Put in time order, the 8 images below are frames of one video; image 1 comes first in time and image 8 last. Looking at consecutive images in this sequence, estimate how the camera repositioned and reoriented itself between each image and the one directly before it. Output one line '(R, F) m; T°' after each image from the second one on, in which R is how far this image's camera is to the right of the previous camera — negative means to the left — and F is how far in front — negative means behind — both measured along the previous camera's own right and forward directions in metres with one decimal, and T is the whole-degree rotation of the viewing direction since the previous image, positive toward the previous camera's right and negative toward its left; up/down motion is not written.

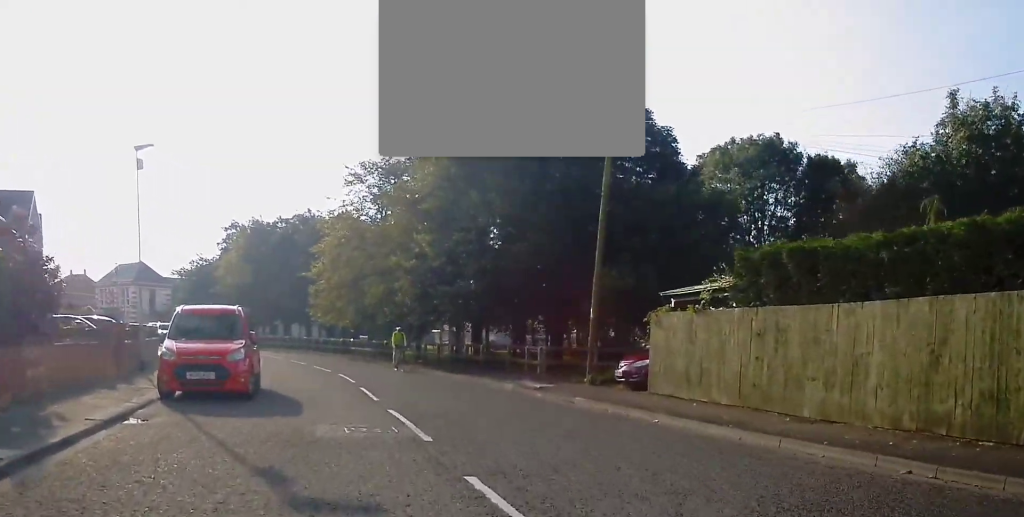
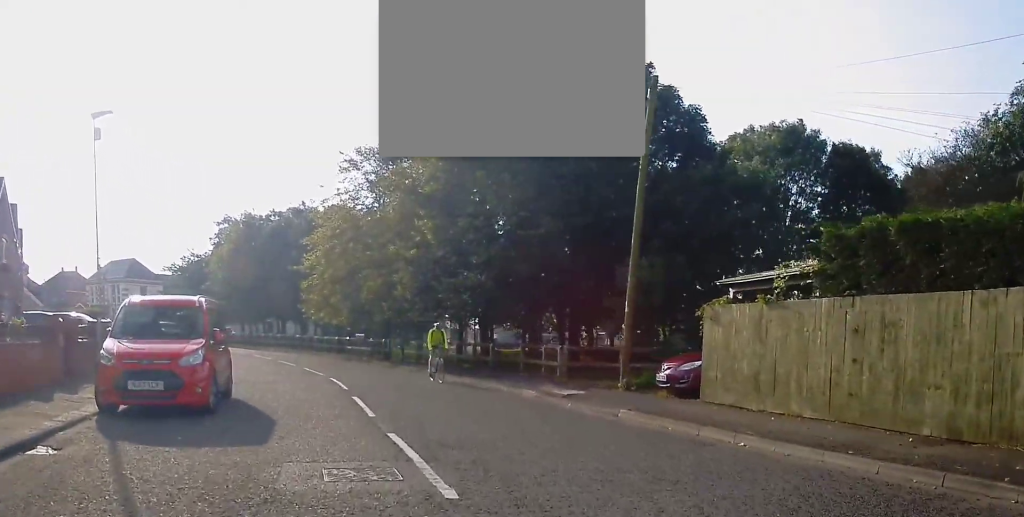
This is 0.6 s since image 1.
(-0.2, +3.2) m; -3°
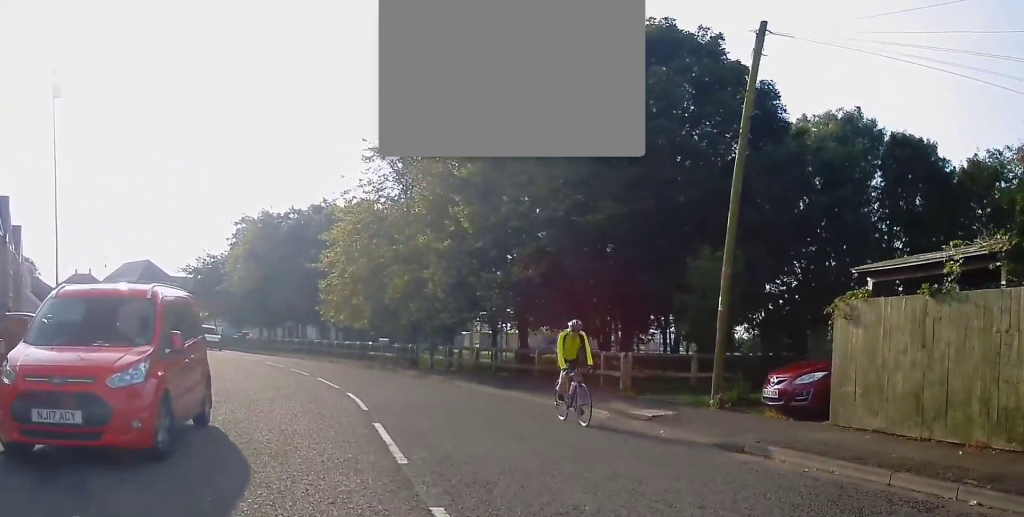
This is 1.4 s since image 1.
(-0.2, +4.0) m; -2°
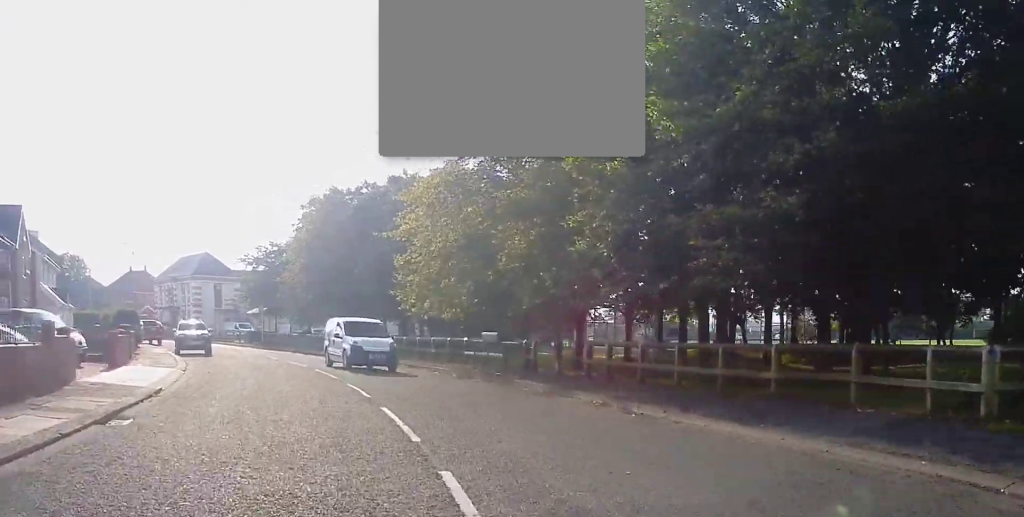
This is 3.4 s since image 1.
(0.0, +10.5) m; -3°
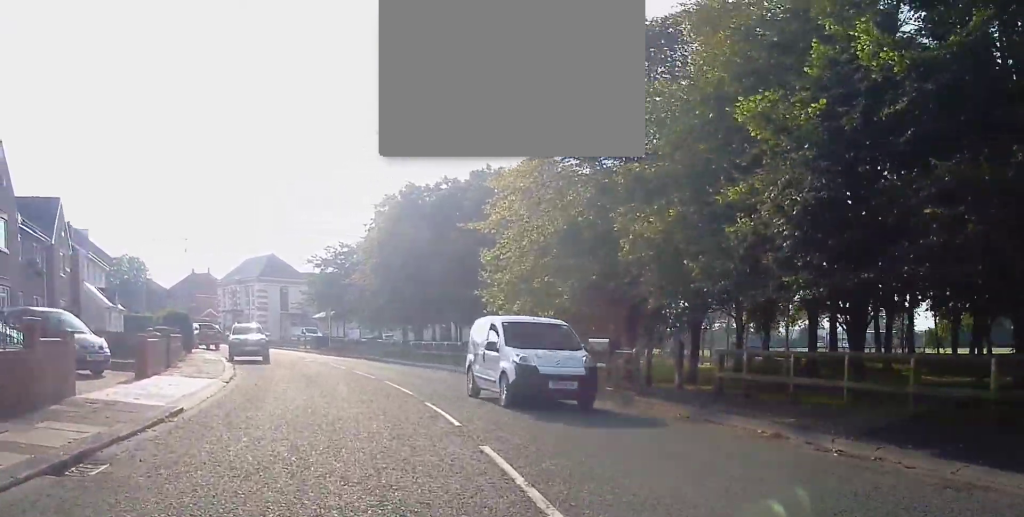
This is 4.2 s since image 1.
(0.0, +3.9) m; -5°
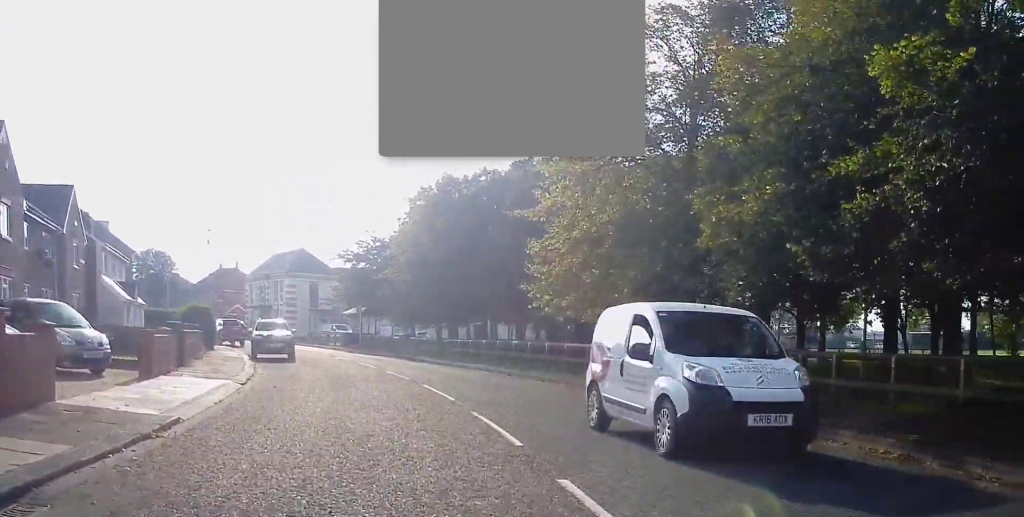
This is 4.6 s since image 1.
(-0.2, +2.2) m; -3°
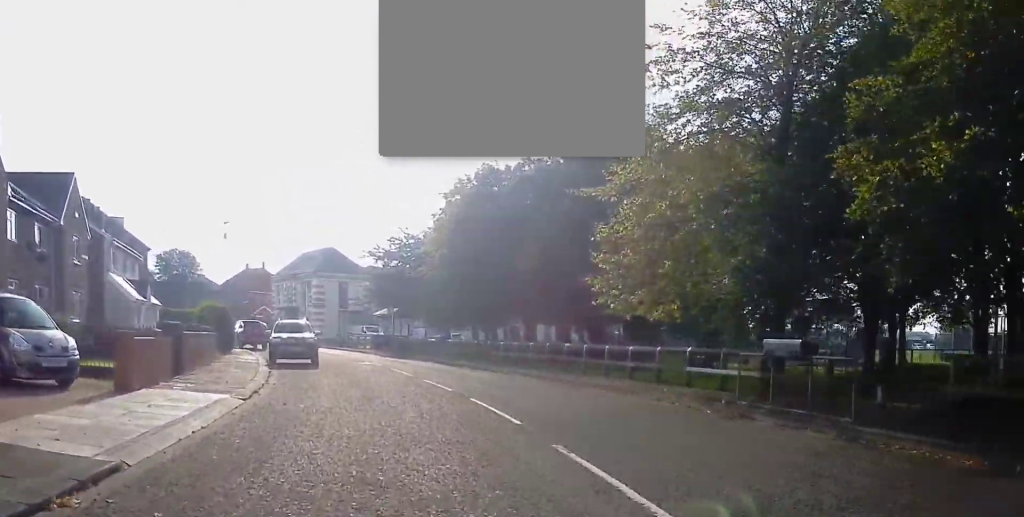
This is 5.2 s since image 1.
(-0.2, +3.6) m; -4°
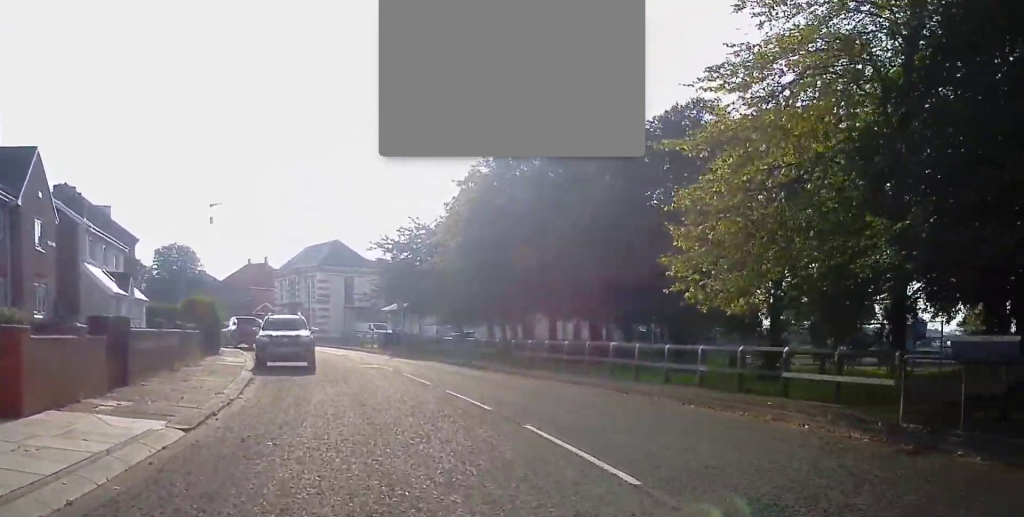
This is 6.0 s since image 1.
(-0.1, +4.8) m; 0°
